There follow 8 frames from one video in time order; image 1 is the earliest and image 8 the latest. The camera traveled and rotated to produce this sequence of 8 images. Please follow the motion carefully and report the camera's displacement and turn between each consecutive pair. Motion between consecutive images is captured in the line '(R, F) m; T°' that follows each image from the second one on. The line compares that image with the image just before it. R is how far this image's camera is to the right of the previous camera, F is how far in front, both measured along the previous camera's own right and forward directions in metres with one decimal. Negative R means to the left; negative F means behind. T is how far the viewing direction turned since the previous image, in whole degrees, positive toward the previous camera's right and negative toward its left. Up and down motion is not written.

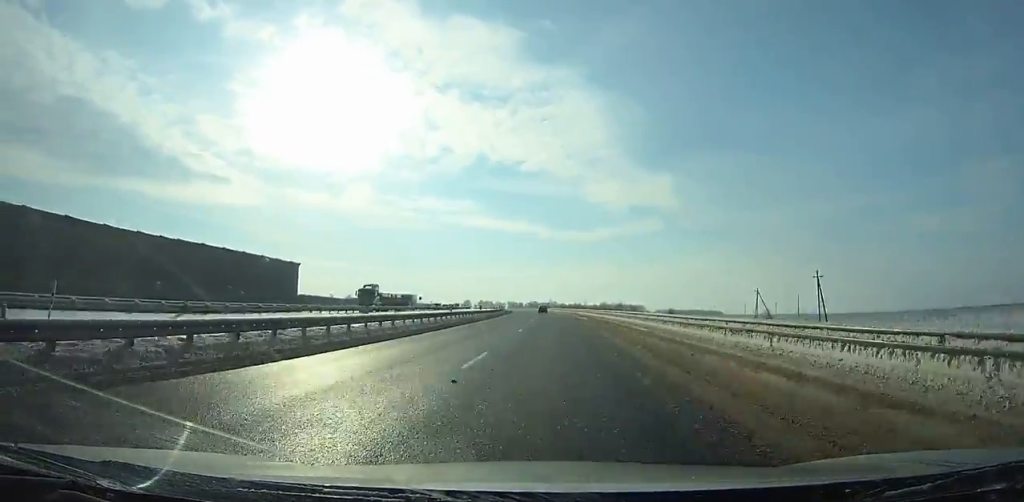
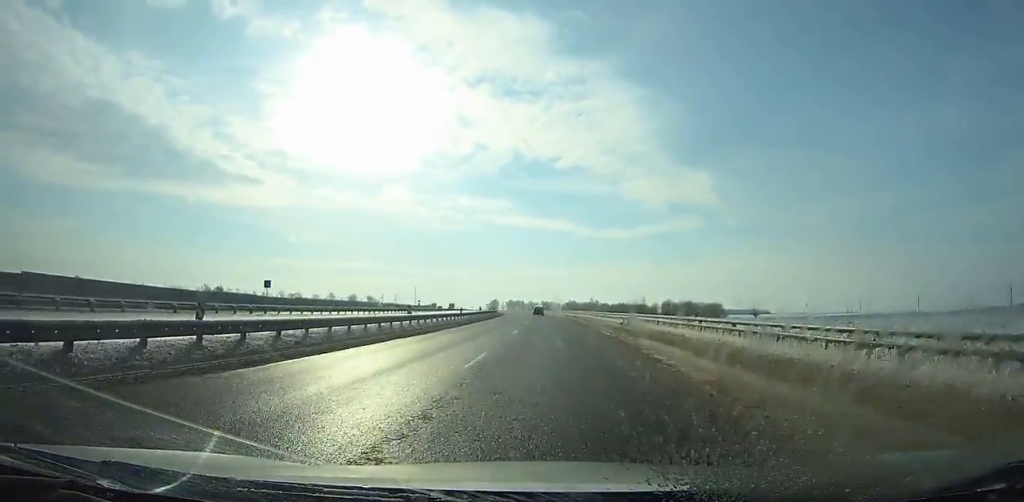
(-4.0, +110.9) m; -4°
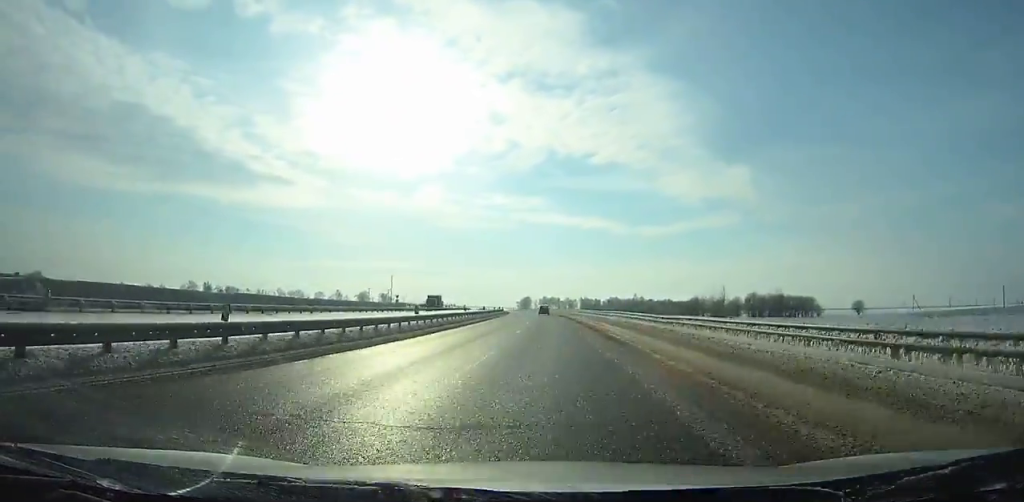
(-2.3, +78.4) m; -3°
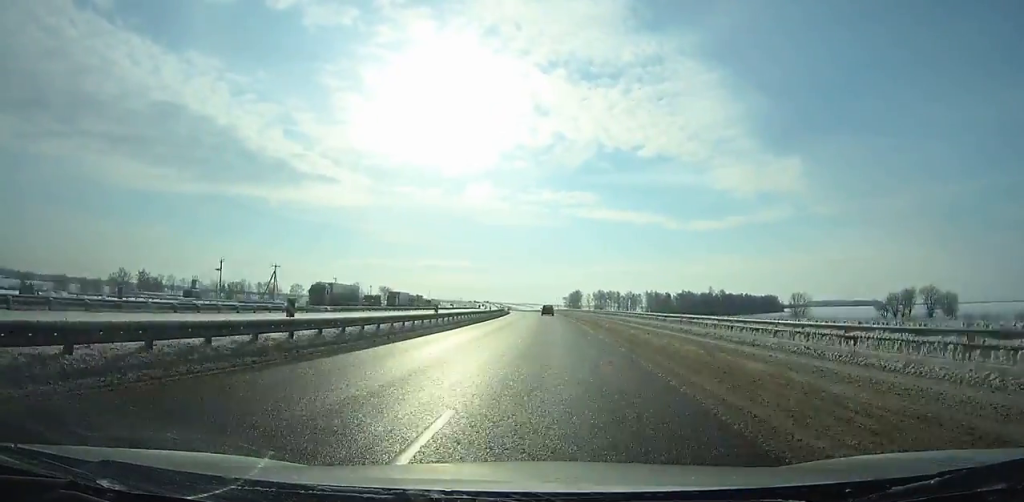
(-7.1, +137.5) m; -5°
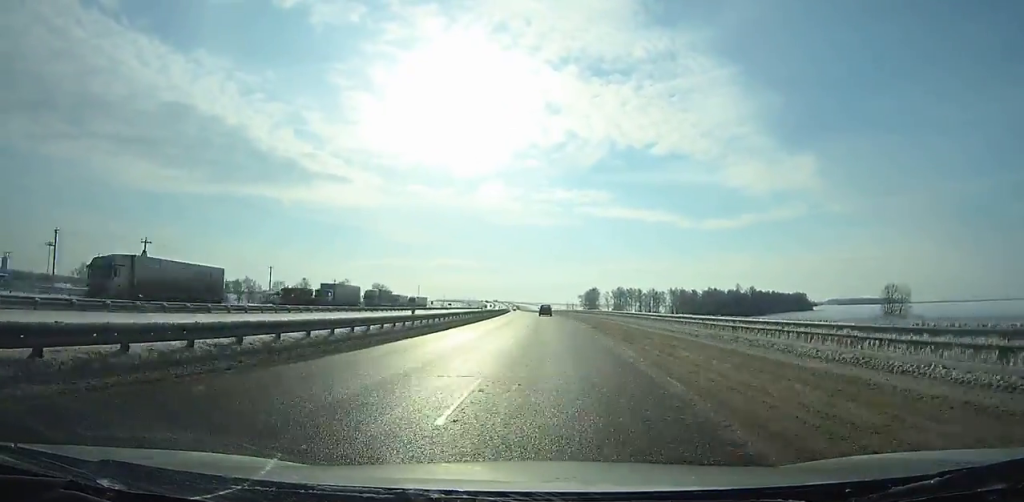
(-0.7, +45.9) m; -1°
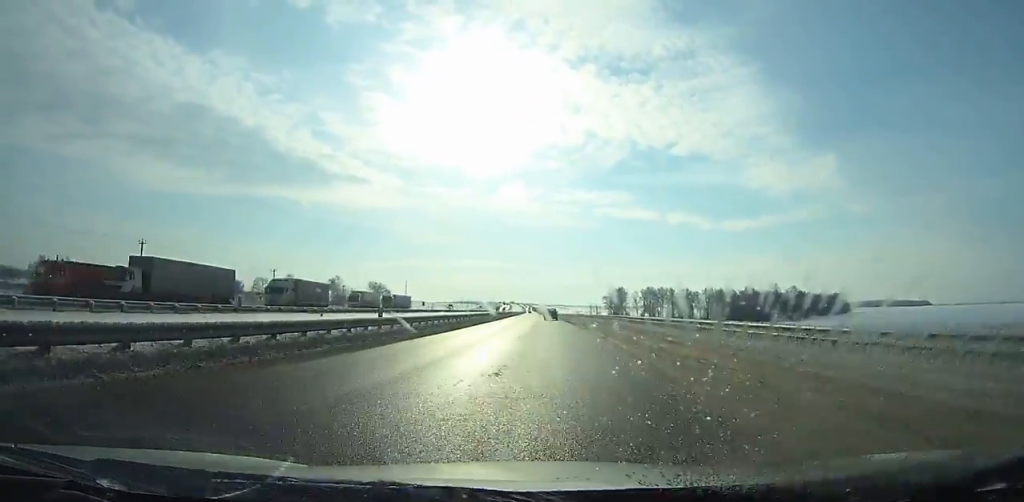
(-0.2, +45.9) m; -1°
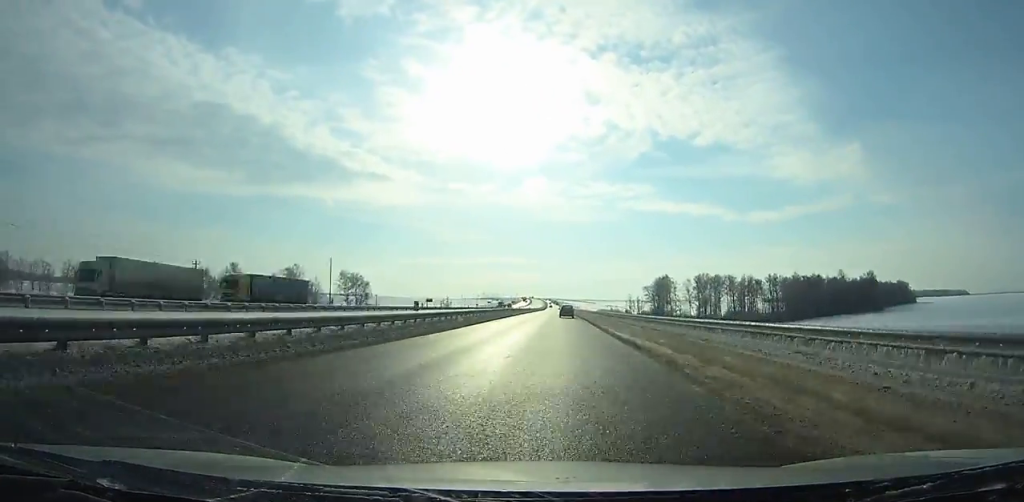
(-1.7, +75.8) m; -2°
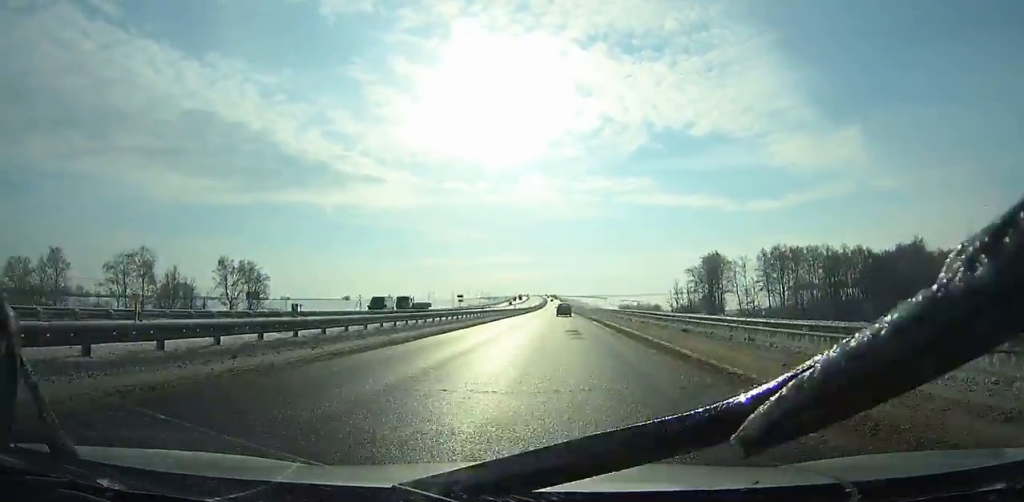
(-0.7, +91.7) m; -1°
